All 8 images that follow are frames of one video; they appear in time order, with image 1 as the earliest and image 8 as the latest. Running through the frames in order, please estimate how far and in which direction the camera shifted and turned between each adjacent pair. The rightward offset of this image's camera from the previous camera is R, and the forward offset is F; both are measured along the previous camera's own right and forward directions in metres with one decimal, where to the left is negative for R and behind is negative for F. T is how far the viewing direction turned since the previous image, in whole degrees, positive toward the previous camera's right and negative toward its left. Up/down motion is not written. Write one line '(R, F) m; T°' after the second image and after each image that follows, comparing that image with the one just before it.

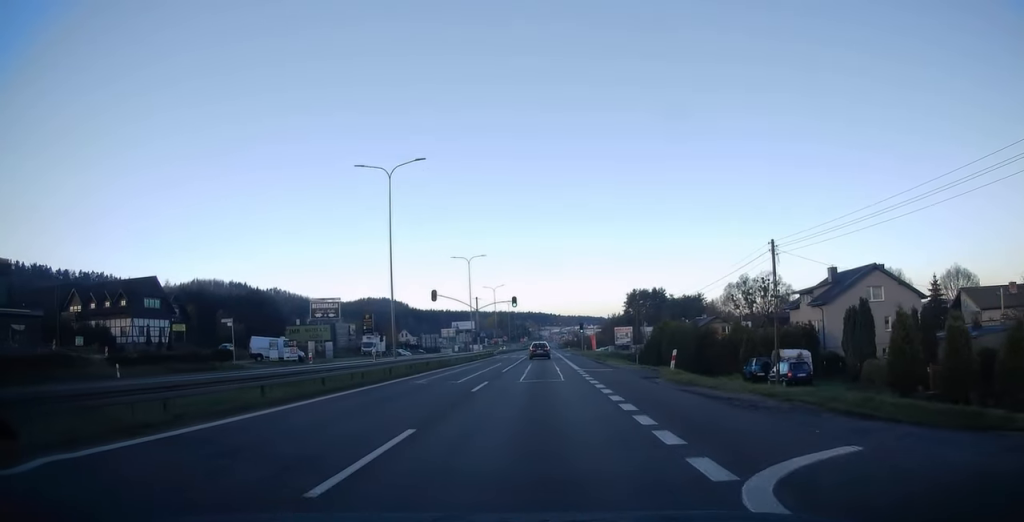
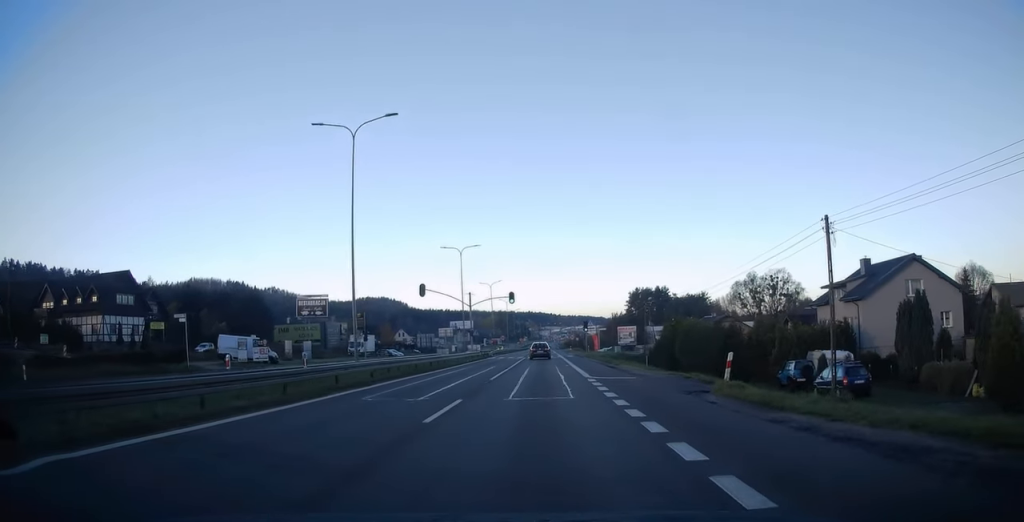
(-0.1, +6.8) m; 0°
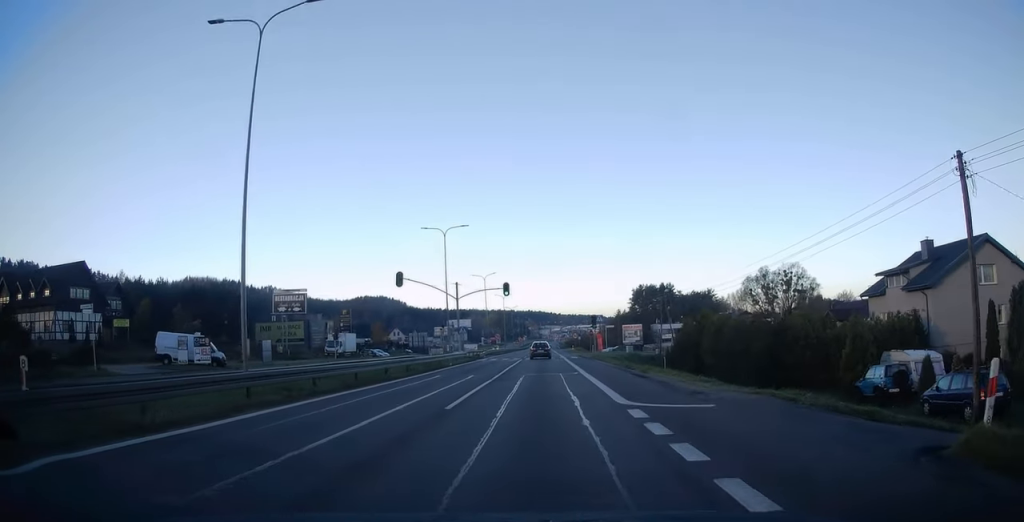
(0.0, +10.1) m; 0°
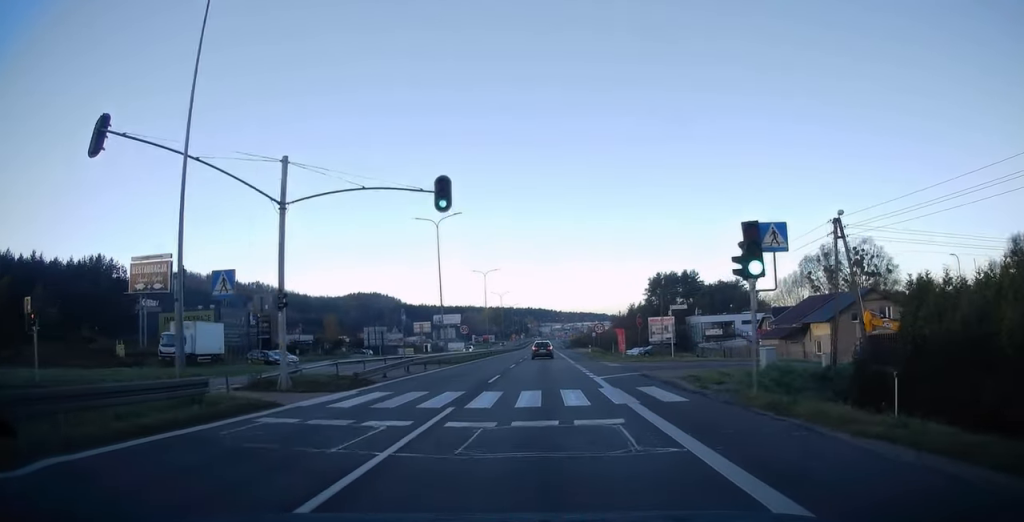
(-0.3, +38.5) m; 0°
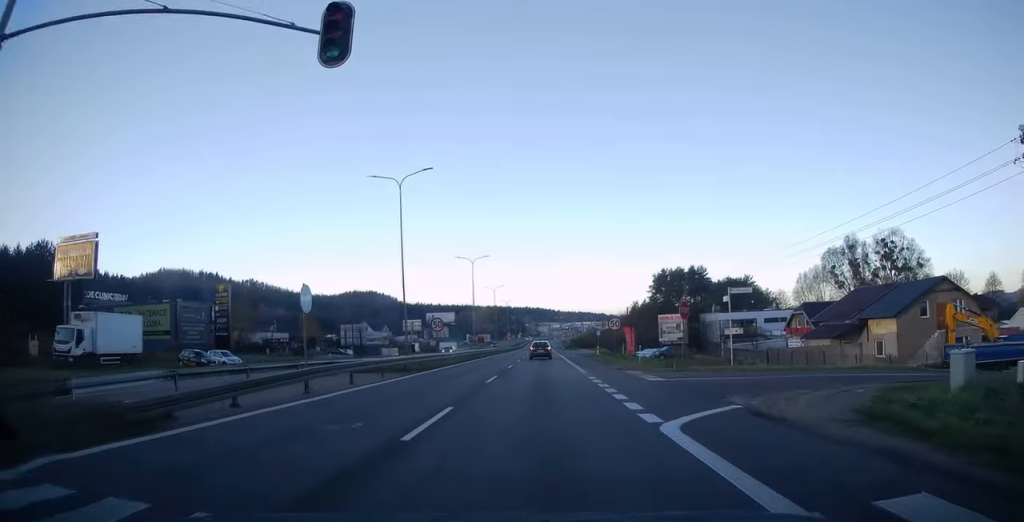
(+0.1, +12.2) m; 0°
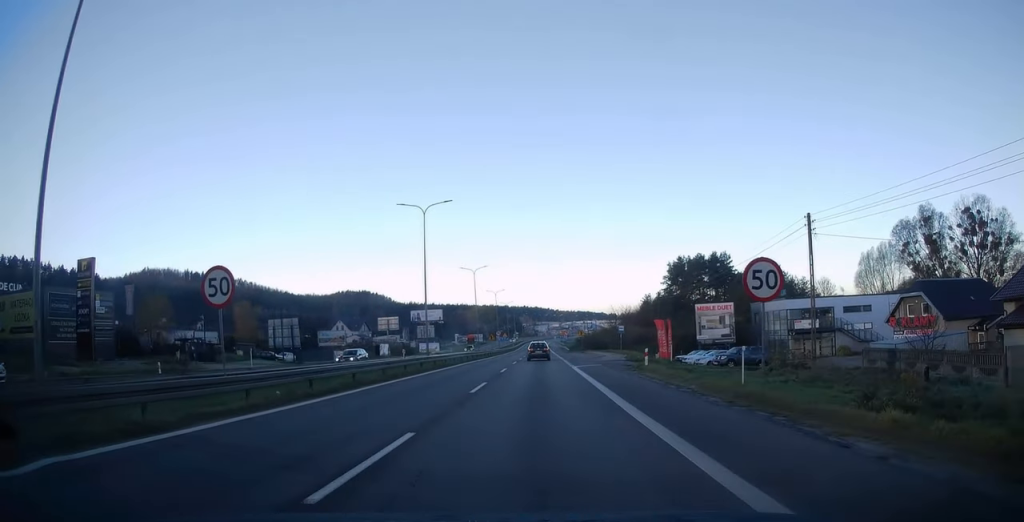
(-0.1, +27.2) m; 0°
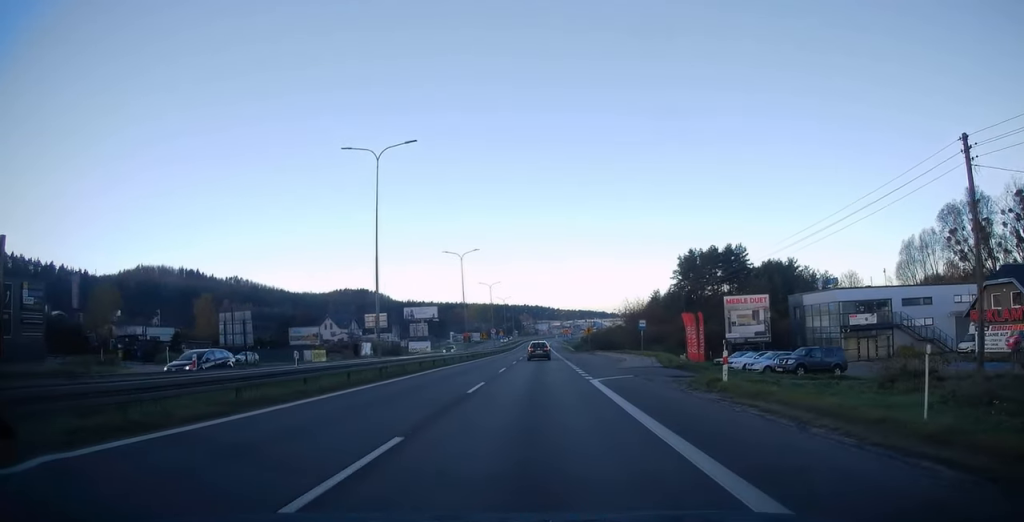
(+0.3, +12.5) m; 0°
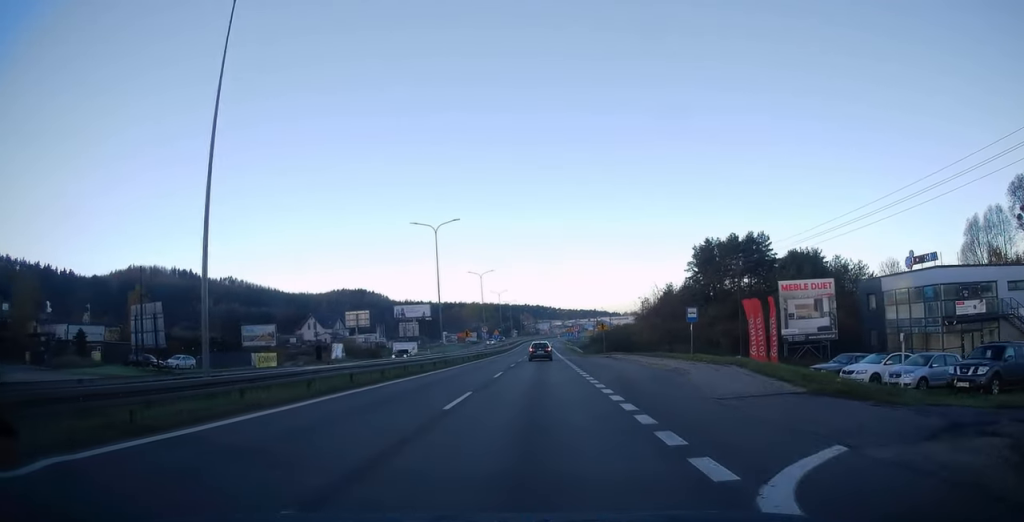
(-0.2, +15.8) m; 0°
